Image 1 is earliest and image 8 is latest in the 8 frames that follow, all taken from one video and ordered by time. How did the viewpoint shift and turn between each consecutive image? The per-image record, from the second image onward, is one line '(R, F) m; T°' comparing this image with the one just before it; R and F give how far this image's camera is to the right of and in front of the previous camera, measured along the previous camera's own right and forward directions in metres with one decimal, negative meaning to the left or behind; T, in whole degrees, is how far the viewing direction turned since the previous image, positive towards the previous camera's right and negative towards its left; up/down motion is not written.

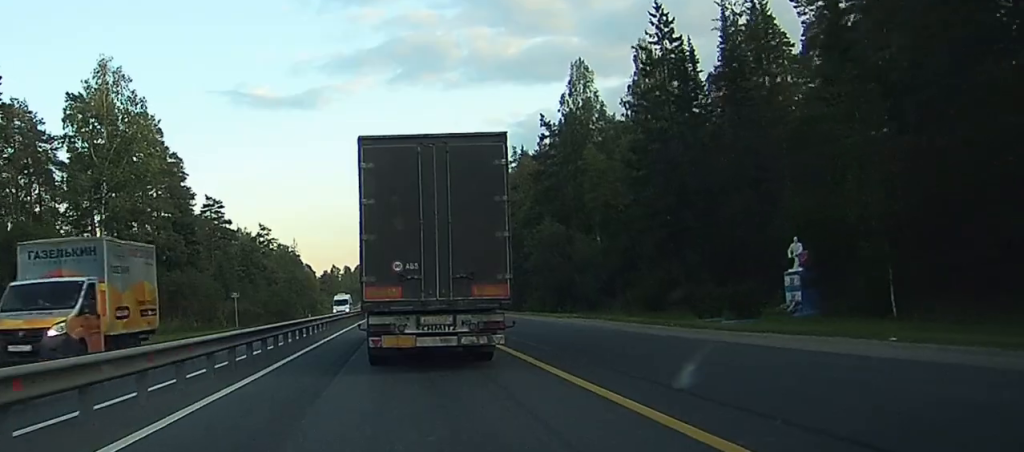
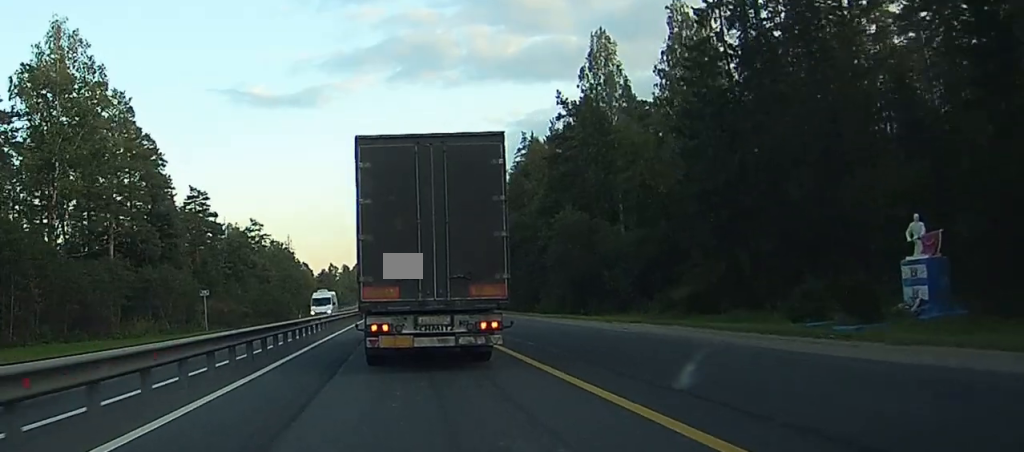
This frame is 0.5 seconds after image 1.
(0.0, +14.0) m; 0°
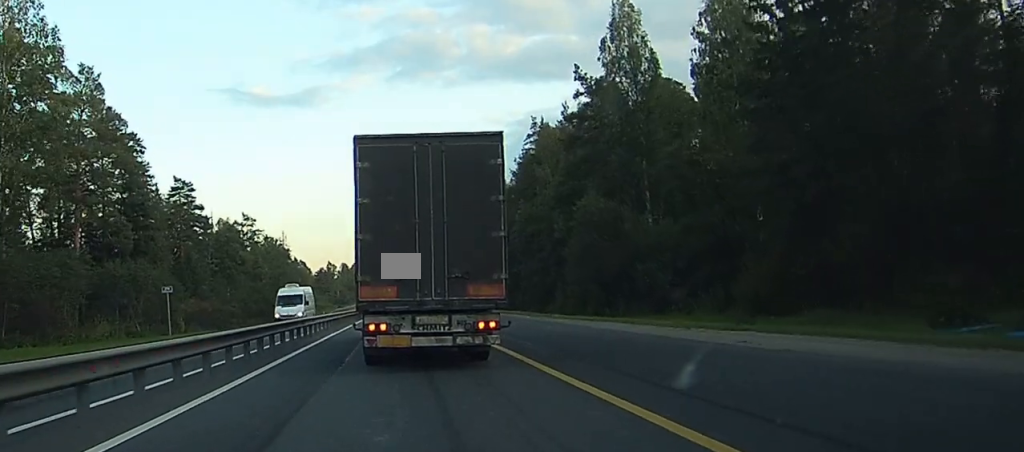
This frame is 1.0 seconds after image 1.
(0.0, +11.6) m; 0°
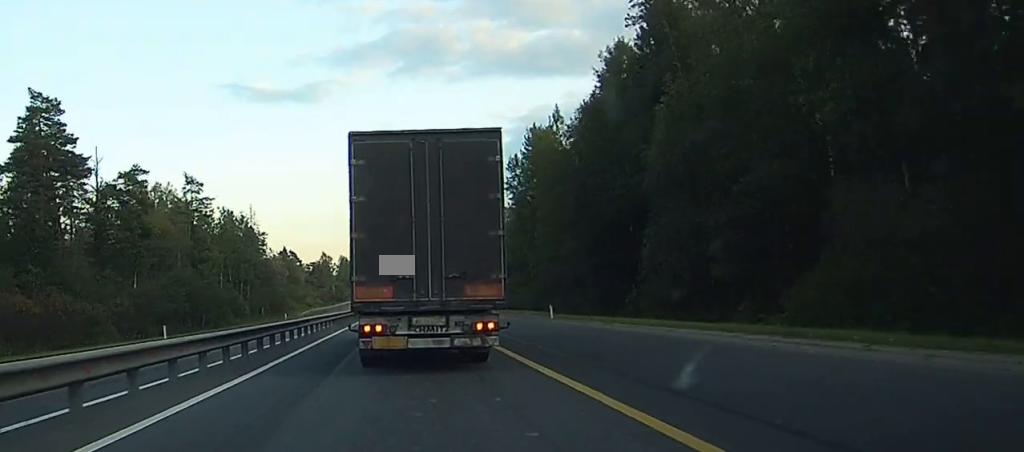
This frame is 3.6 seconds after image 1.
(-0.7, +57.2) m; -1°
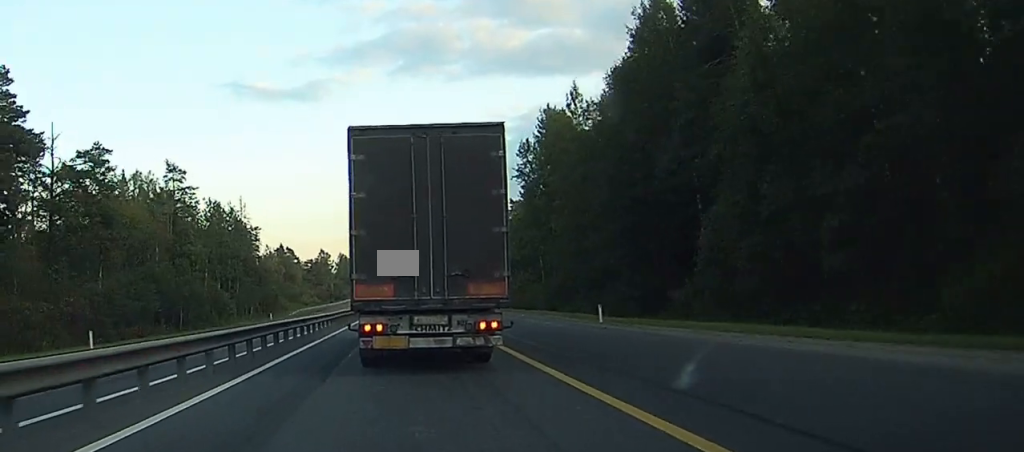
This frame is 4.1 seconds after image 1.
(0.0, +13.3) m; 0°
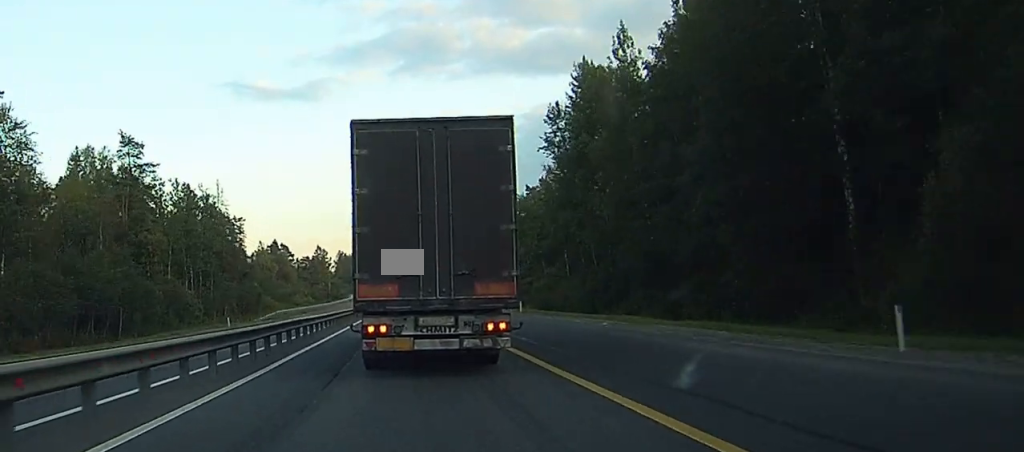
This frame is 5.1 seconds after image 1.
(0.0, +25.6) m; 0°
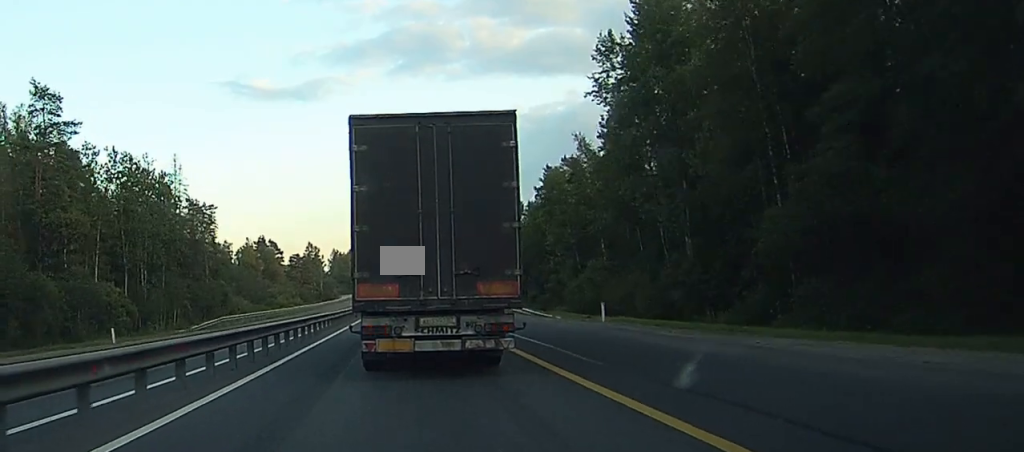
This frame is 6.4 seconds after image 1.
(-0.1, +28.9) m; 0°
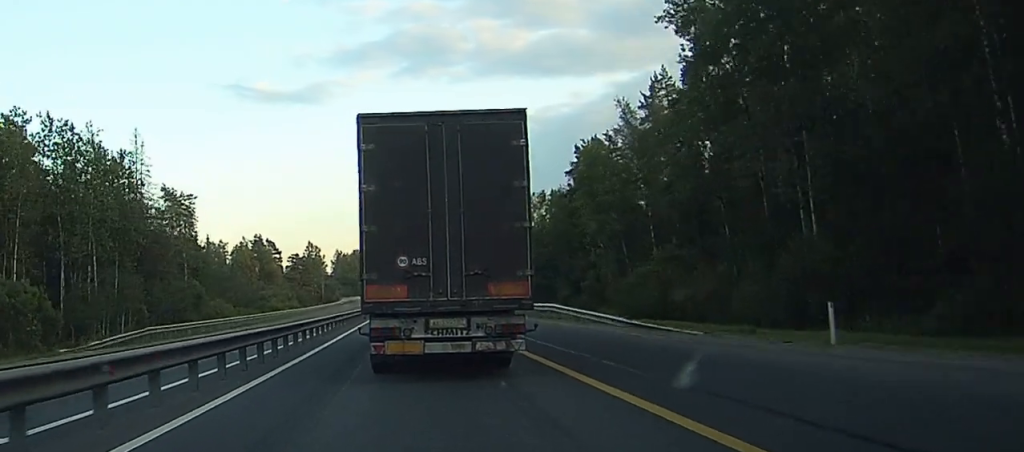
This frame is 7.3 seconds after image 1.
(0.0, +20.7) m; 0°
